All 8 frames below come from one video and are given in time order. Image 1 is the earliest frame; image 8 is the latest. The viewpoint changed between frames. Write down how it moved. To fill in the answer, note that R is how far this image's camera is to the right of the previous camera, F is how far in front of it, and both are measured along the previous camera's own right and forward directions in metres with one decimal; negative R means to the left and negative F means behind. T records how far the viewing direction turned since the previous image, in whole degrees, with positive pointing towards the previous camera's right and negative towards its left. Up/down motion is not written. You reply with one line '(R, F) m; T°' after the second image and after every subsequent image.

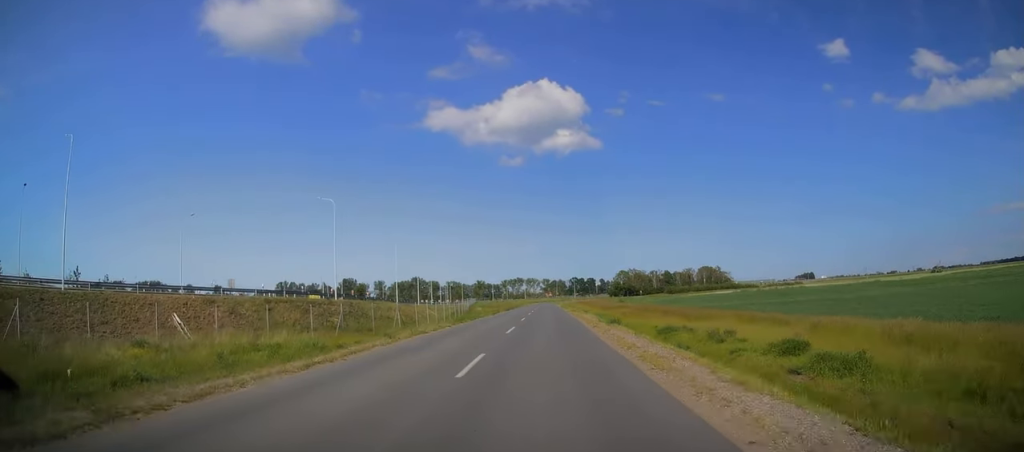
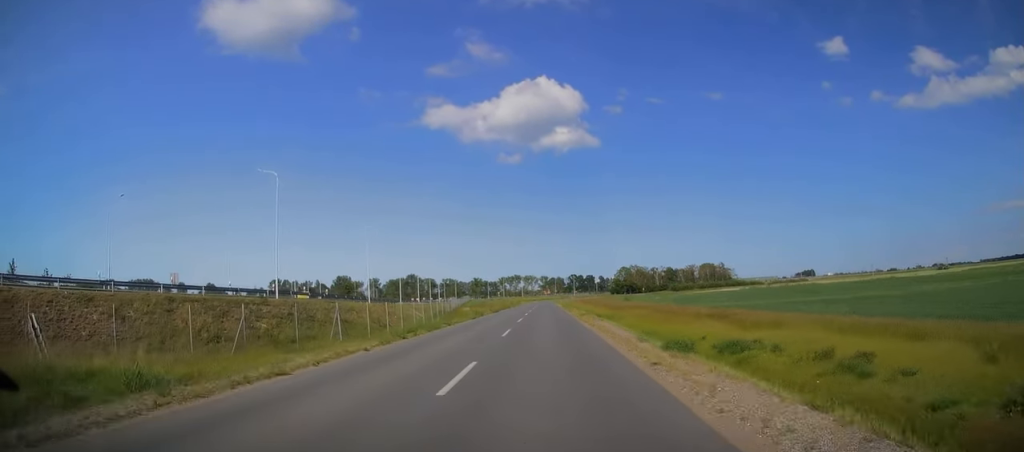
(+0.6, +13.5) m; +1°
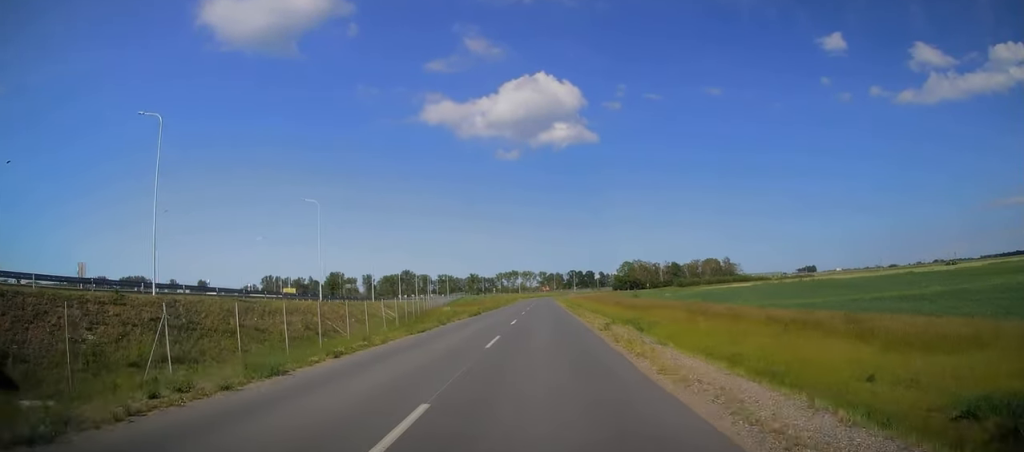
(-0.2, +16.4) m; 0°
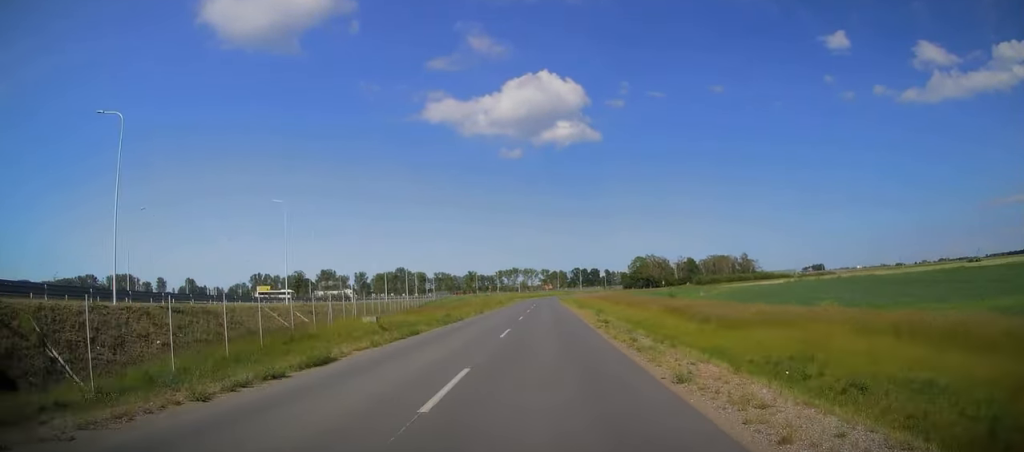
(-0.2, +31.8) m; 0°
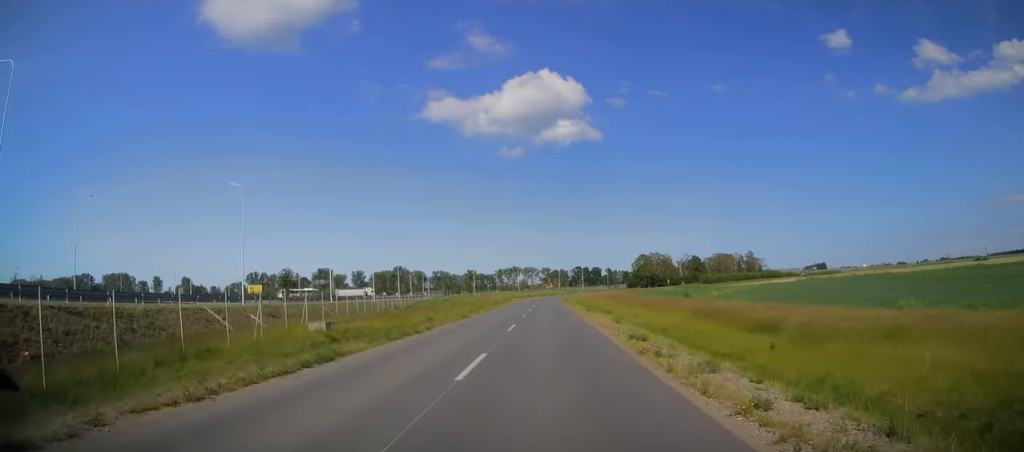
(0.0, +9.3) m; 0°
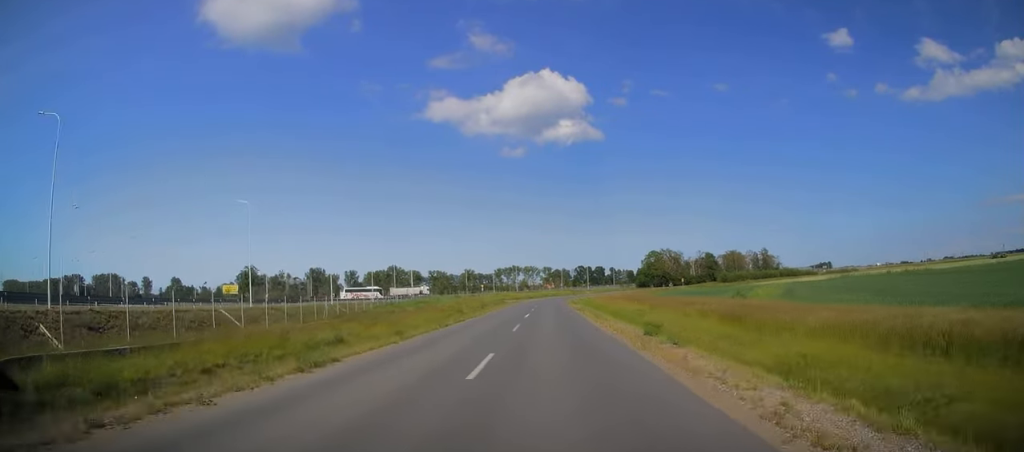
(-0.3, +23.2) m; 0°
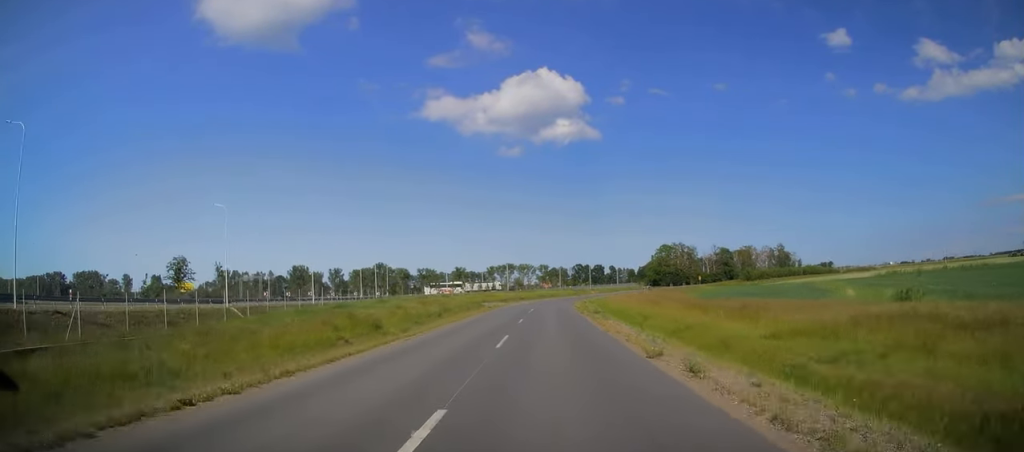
(+0.3, +30.1) m; +1°
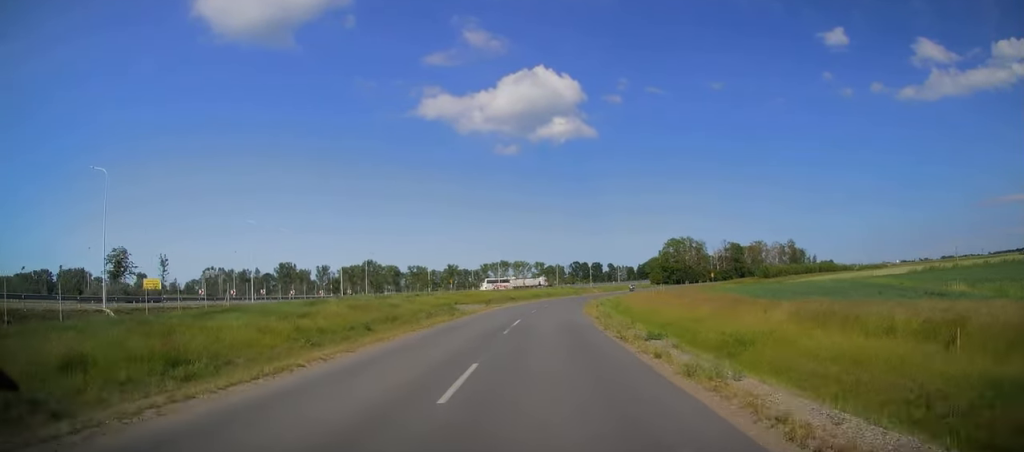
(0.0, +18.9) m; 0°
